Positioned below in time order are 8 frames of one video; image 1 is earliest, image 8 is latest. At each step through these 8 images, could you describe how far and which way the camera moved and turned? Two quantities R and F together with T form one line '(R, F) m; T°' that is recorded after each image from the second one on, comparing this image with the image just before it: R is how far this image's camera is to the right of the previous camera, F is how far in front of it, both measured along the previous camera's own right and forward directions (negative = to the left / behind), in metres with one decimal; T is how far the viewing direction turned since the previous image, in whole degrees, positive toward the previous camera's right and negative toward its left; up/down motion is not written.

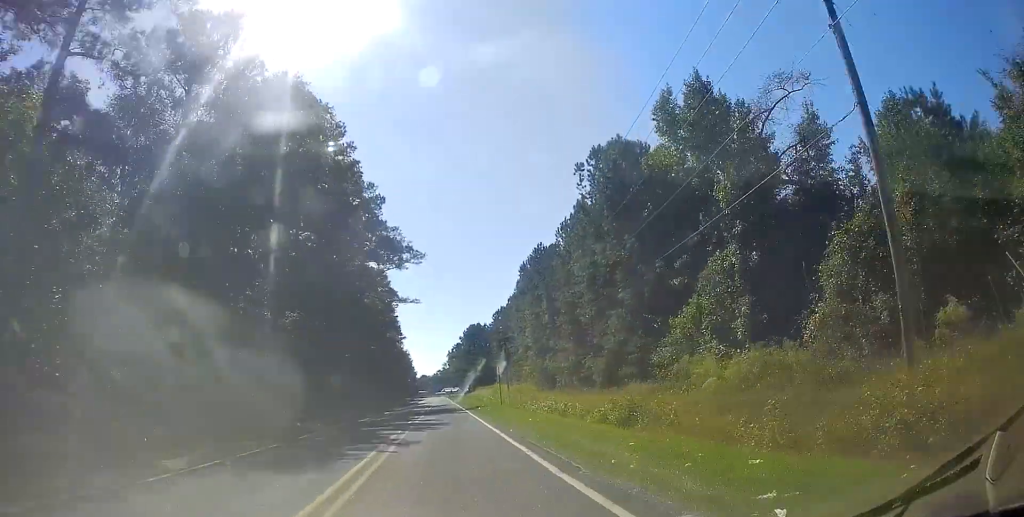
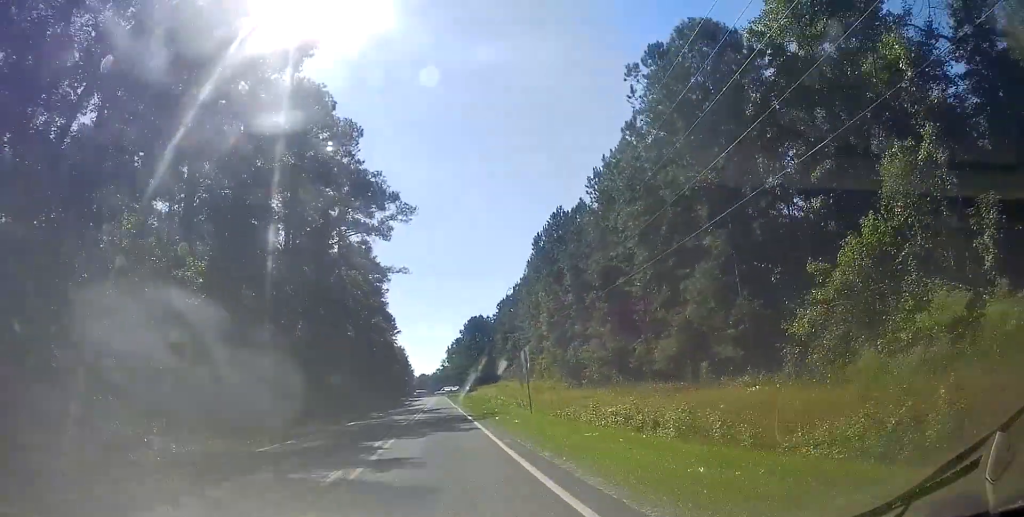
(+0.4, +16.6) m; +1°
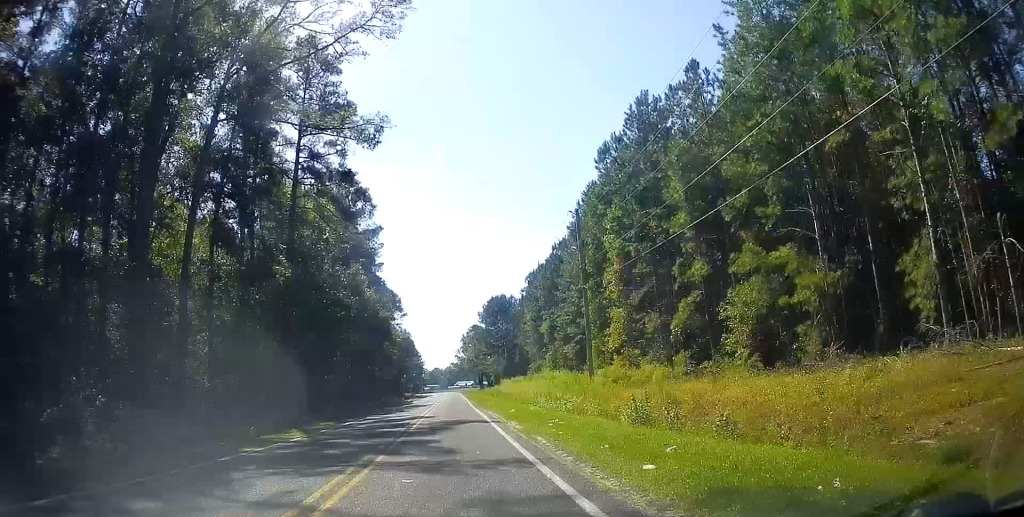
(-0.1, +27.7) m; 0°
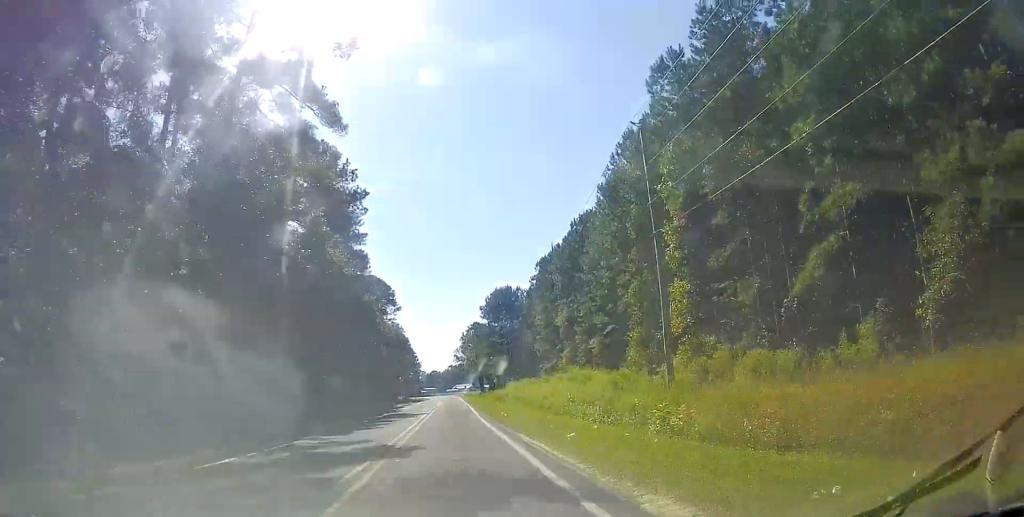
(0.0, +14.5) m; 0°
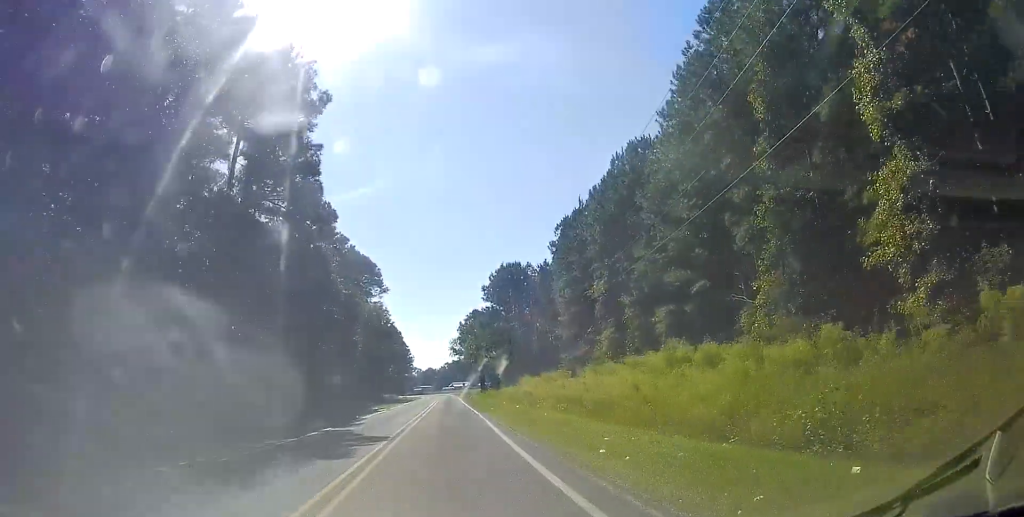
(0.0, +20.7) m; 0°
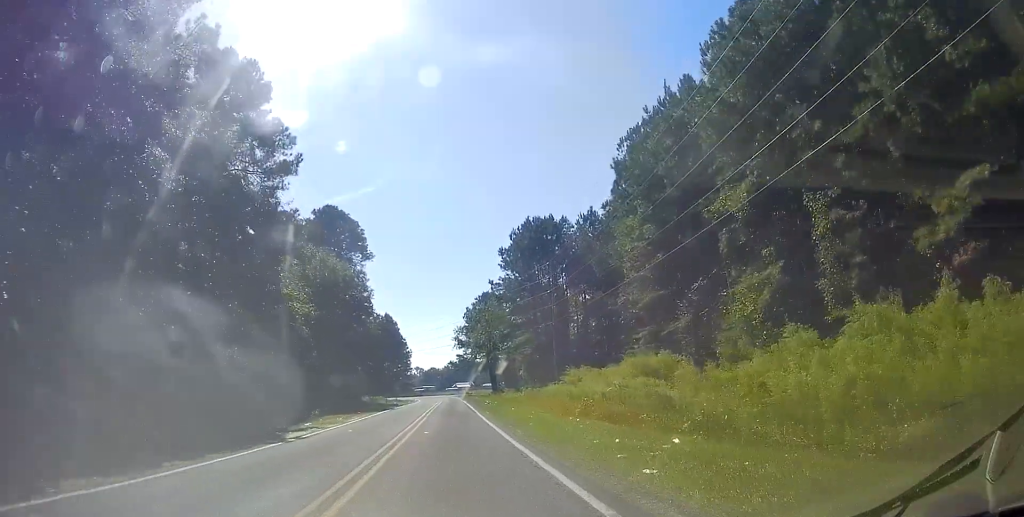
(+0.1, +27.1) m; 0°
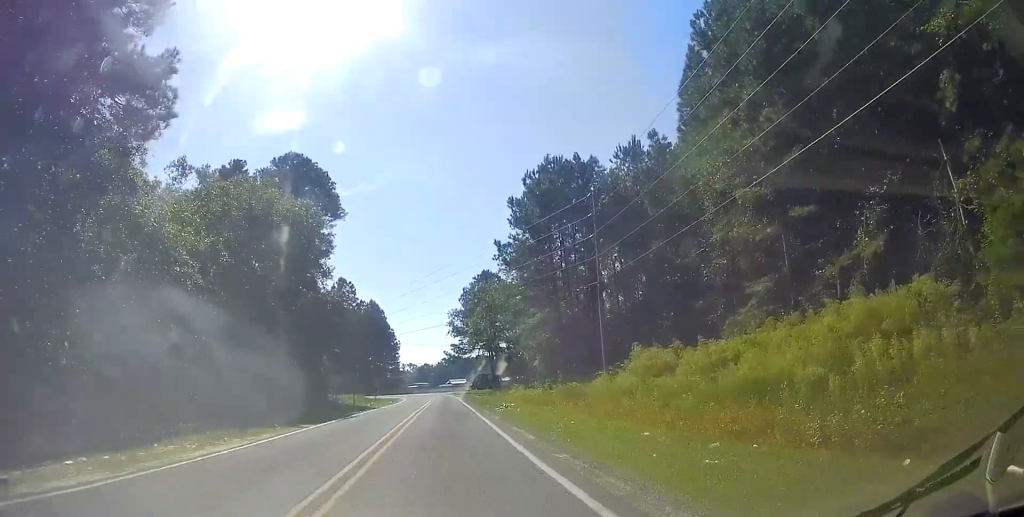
(0.0, +18.8) m; +1°
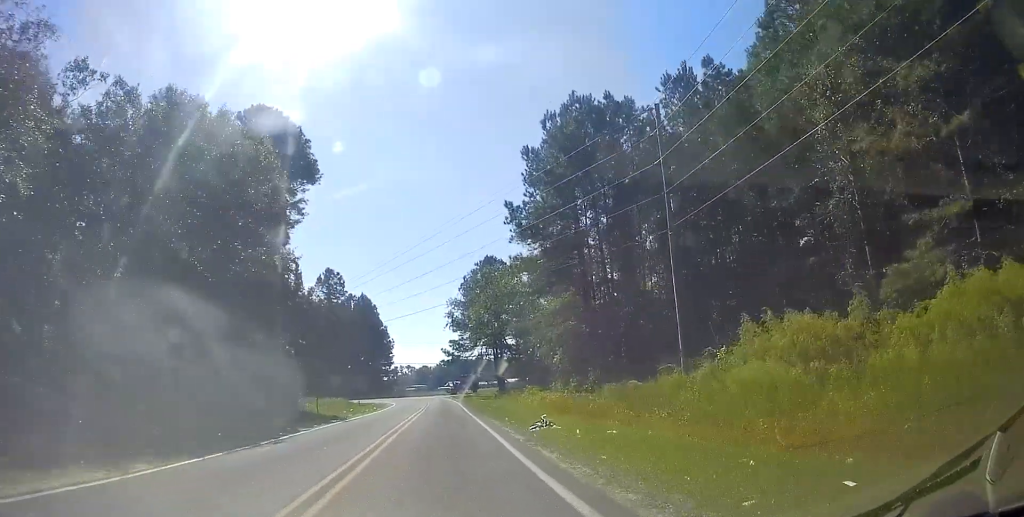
(+0.2, +13.0) m; 0°
